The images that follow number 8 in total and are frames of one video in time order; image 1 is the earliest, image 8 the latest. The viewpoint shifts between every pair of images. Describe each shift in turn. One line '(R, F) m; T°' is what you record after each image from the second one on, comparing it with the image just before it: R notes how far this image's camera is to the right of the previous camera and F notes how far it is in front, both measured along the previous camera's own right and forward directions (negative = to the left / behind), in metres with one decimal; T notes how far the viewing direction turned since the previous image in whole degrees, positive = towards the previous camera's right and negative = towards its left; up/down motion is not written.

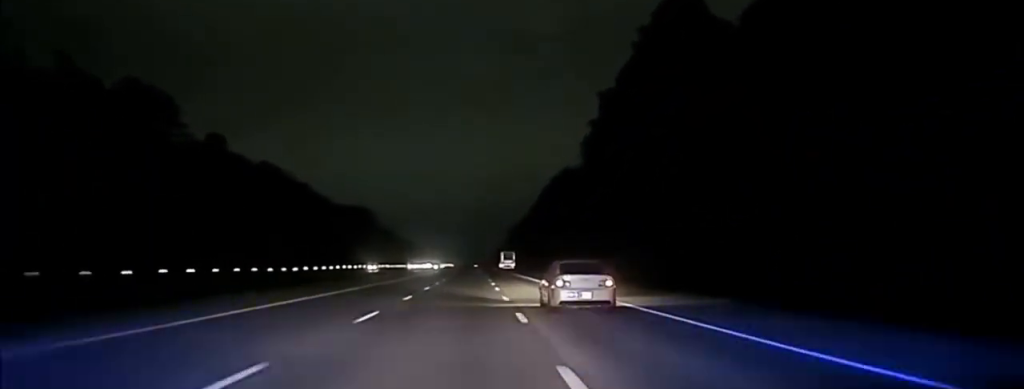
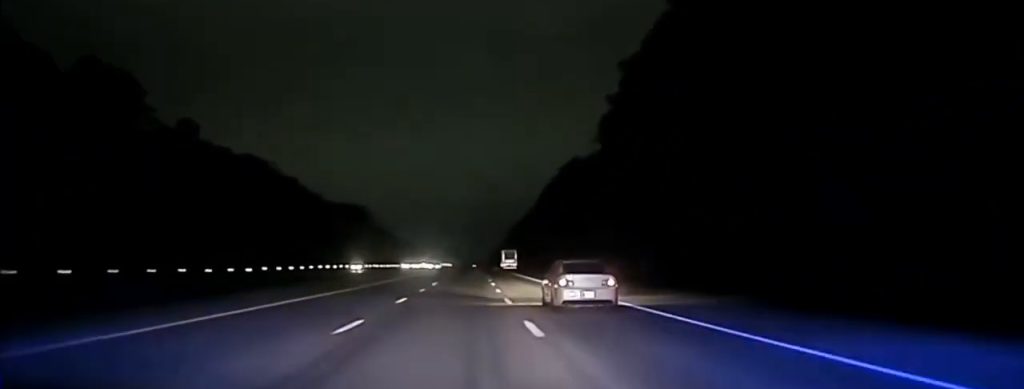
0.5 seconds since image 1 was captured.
(0.0, +18.6) m; 0°
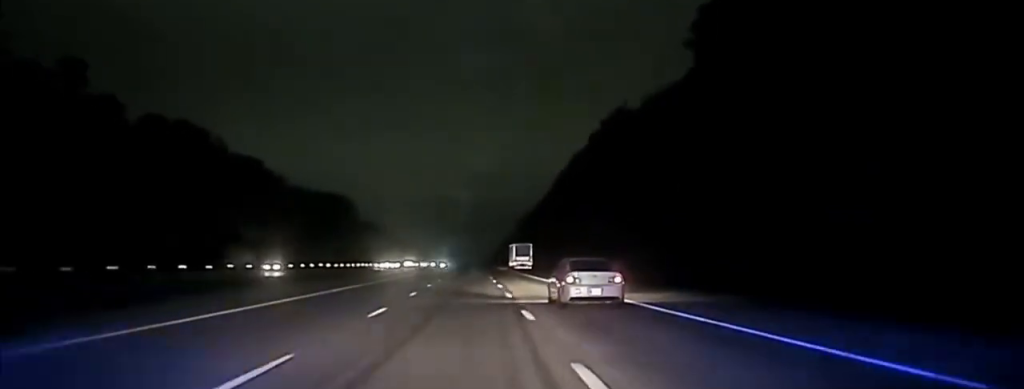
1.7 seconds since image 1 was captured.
(+0.1, +49.1) m; 0°
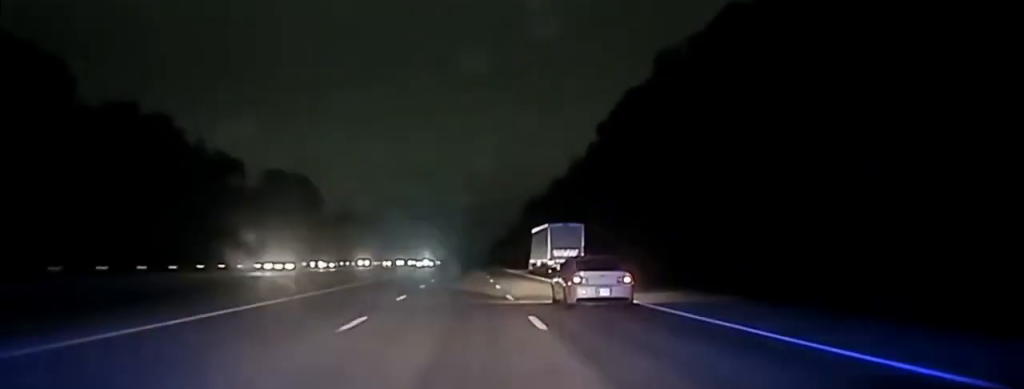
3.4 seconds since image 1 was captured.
(-0.2, +64.4) m; 0°
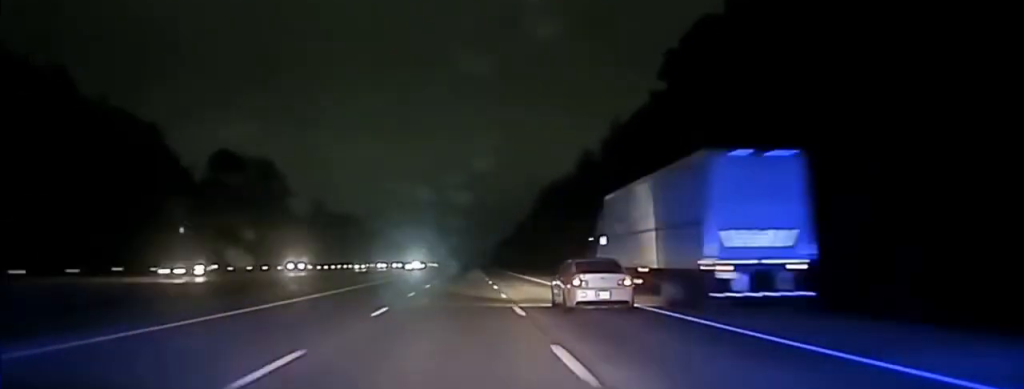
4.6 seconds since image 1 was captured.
(+0.3, +40.8) m; 0°
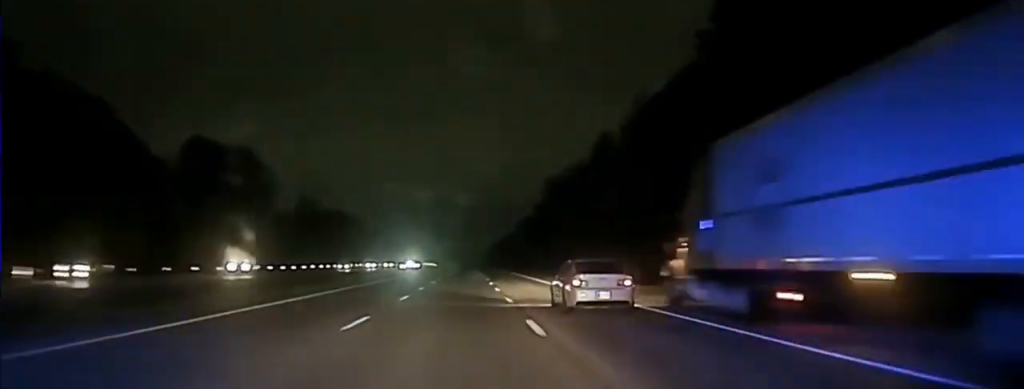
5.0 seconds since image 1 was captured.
(0.0, +14.9) m; 0°
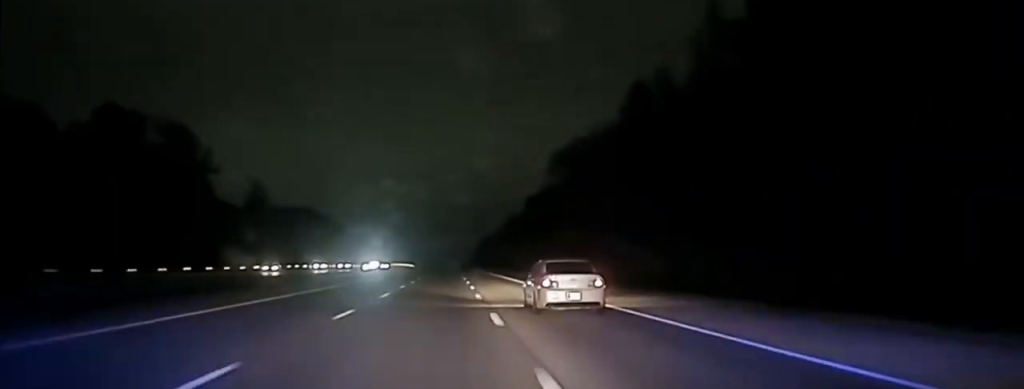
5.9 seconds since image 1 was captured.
(0.0, +31.1) m; 0°
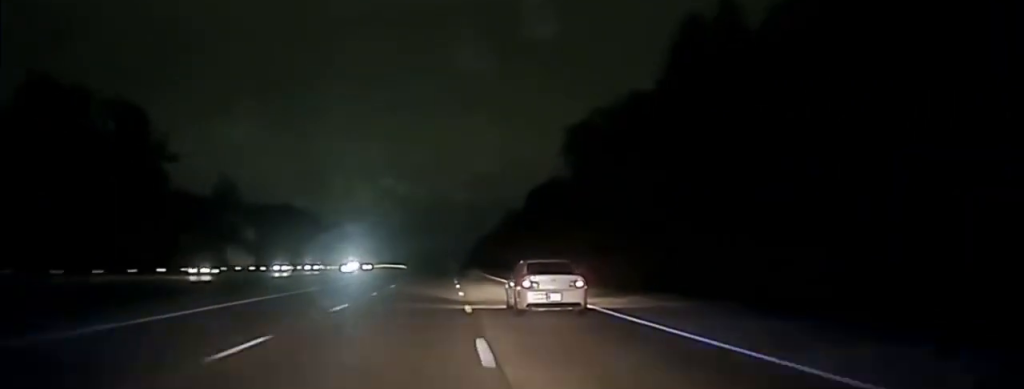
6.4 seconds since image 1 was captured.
(0.0, +19.4) m; 0°
